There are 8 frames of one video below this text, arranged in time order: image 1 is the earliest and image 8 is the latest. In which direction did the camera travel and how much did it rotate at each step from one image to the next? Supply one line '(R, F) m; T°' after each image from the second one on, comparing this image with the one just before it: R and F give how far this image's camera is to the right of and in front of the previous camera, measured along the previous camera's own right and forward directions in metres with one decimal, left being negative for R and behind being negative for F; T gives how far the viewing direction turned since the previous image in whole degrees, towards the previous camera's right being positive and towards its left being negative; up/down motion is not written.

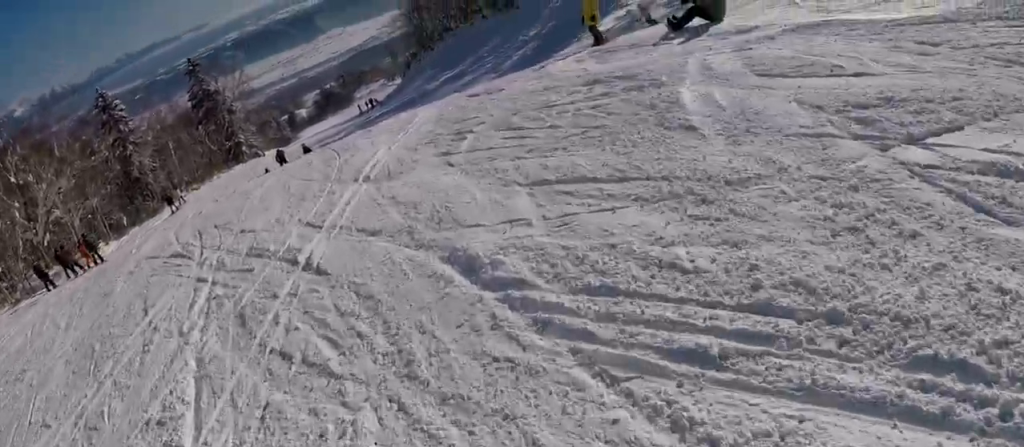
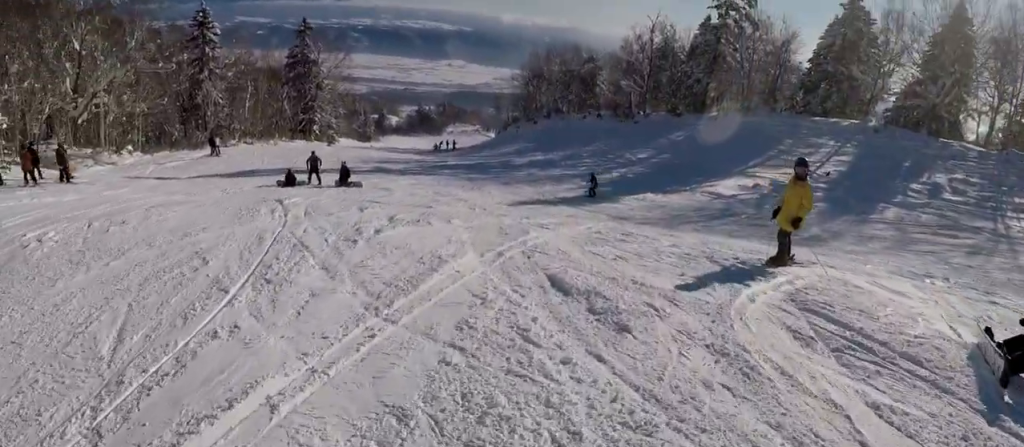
(+1.1, +6.3) m; +2°
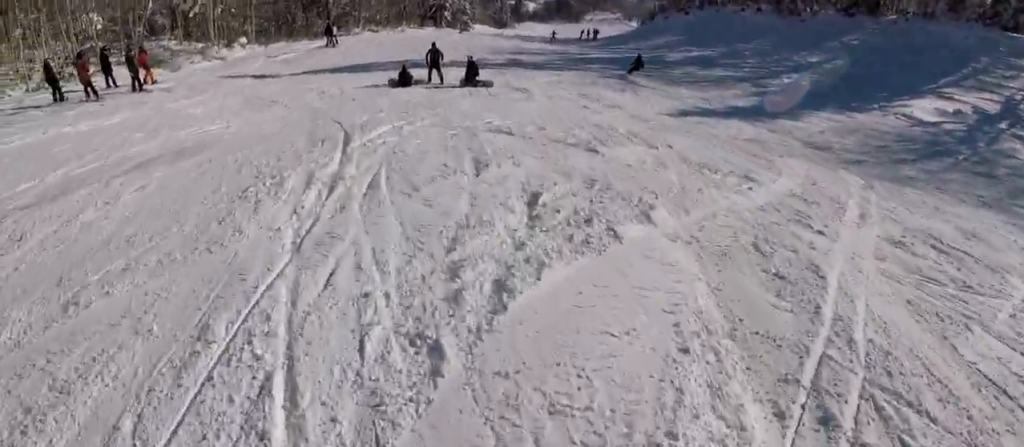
(-0.9, +4.6) m; -5°
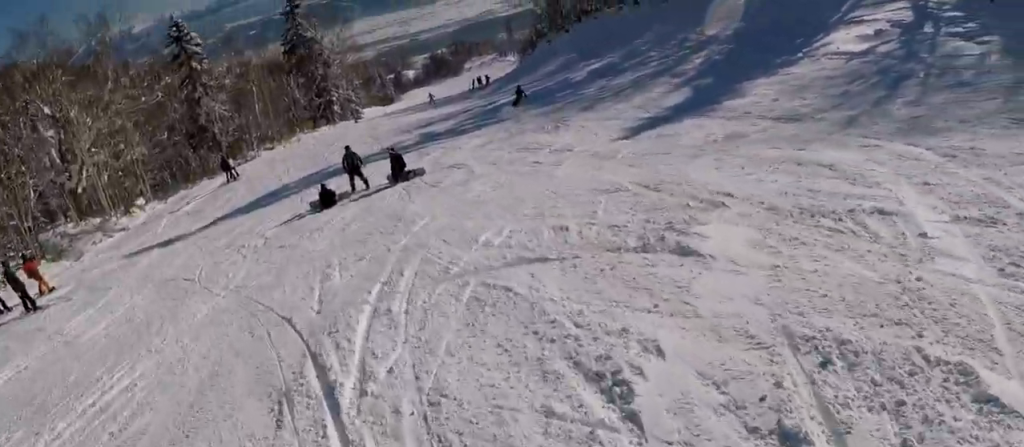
(+0.1, +3.4) m; +13°
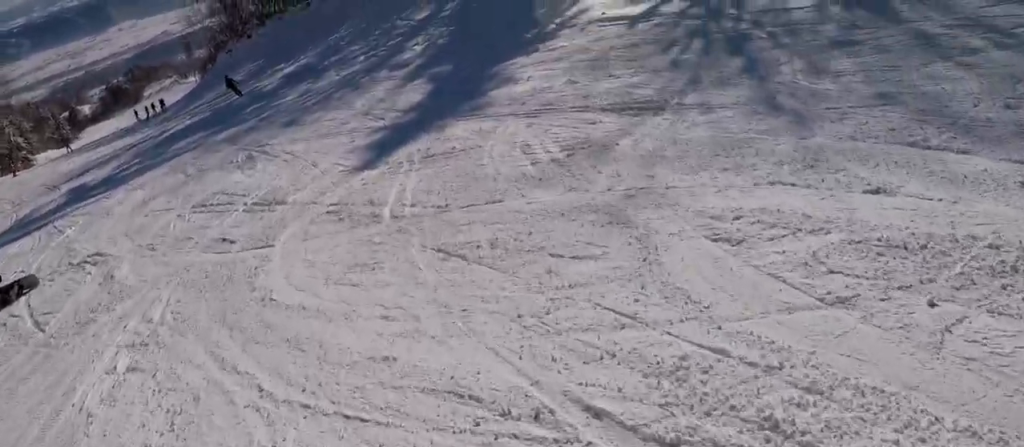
(+2.7, +7.5) m; +6°
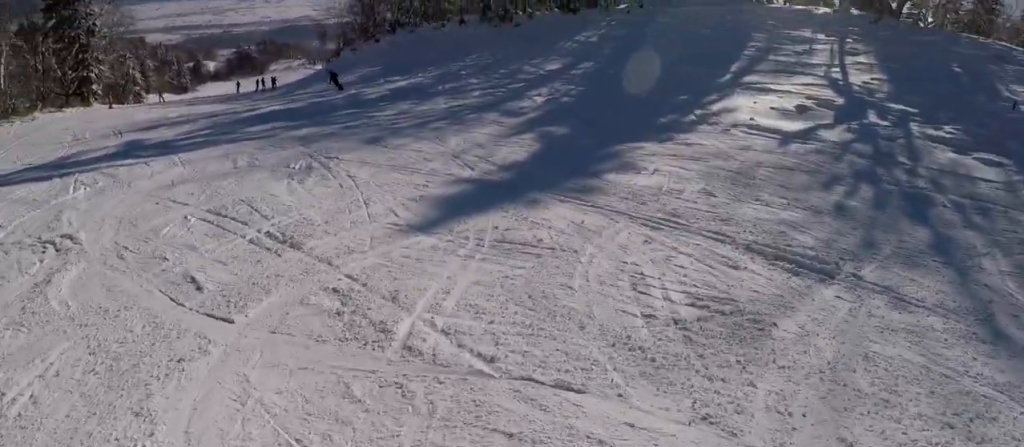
(-1.1, +2.8) m; -16°
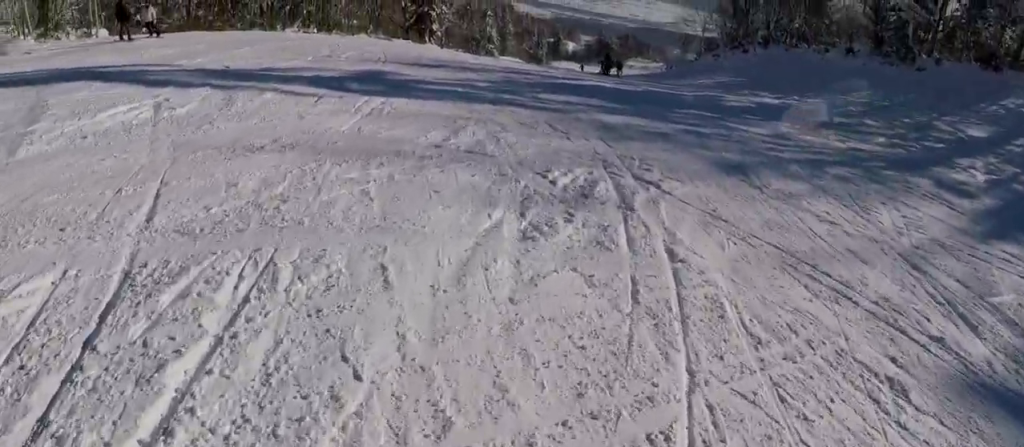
(-2.6, +7.2) m; -24°
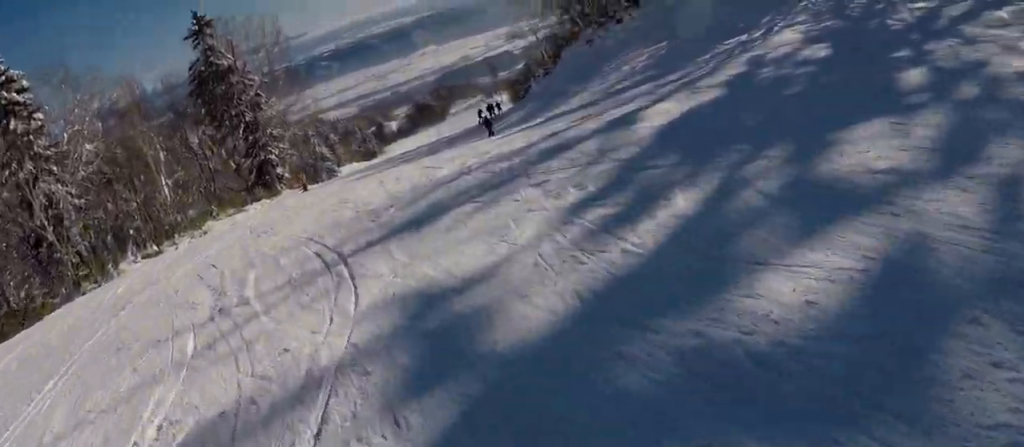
(+1.8, +10.9) m; +30°
